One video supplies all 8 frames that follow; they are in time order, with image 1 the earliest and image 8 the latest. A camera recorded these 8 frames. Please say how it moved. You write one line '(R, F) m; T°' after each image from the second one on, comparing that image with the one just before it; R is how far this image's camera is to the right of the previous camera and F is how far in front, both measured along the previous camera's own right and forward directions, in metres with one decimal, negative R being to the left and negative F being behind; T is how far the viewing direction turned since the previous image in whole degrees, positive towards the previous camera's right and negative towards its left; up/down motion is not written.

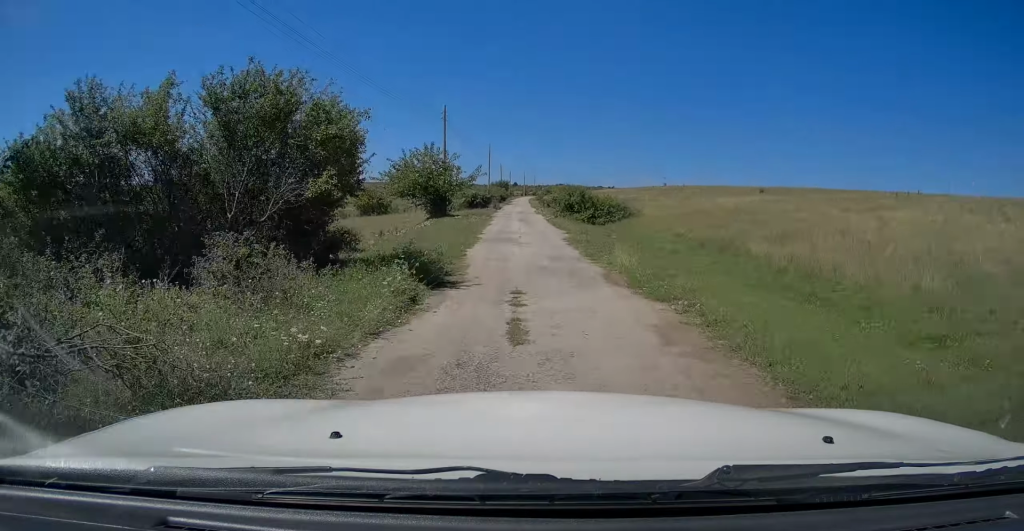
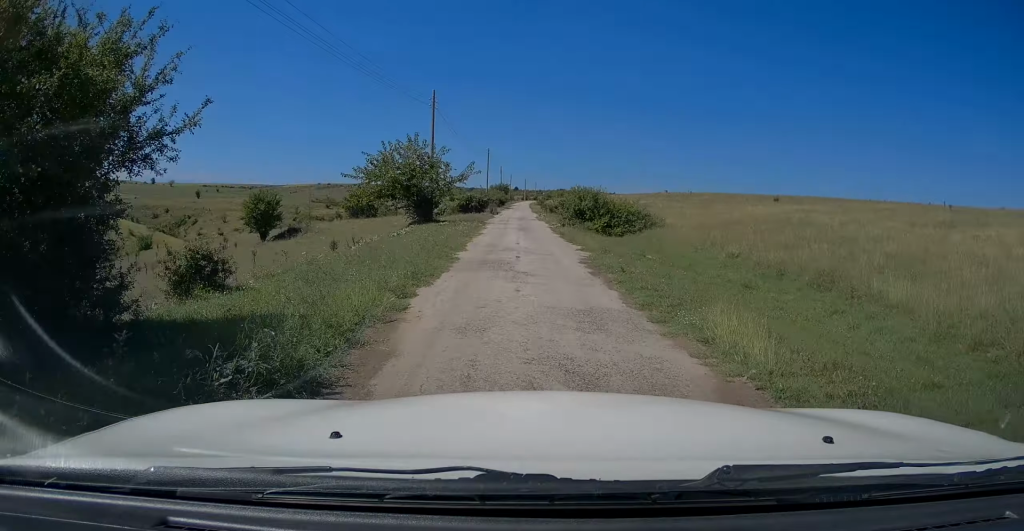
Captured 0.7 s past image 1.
(-0.2, +6.3) m; 0°
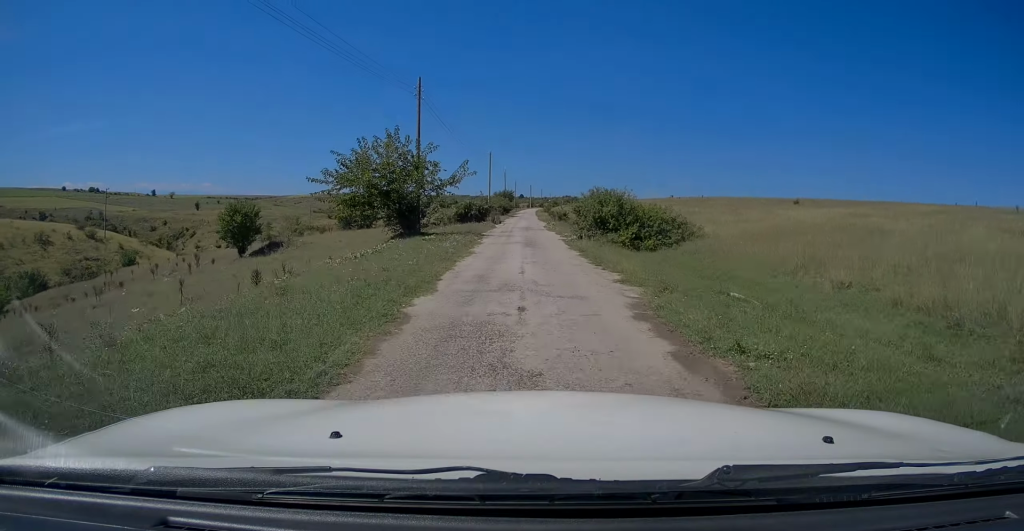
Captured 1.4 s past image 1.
(-0.1, +6.1) m; 0°
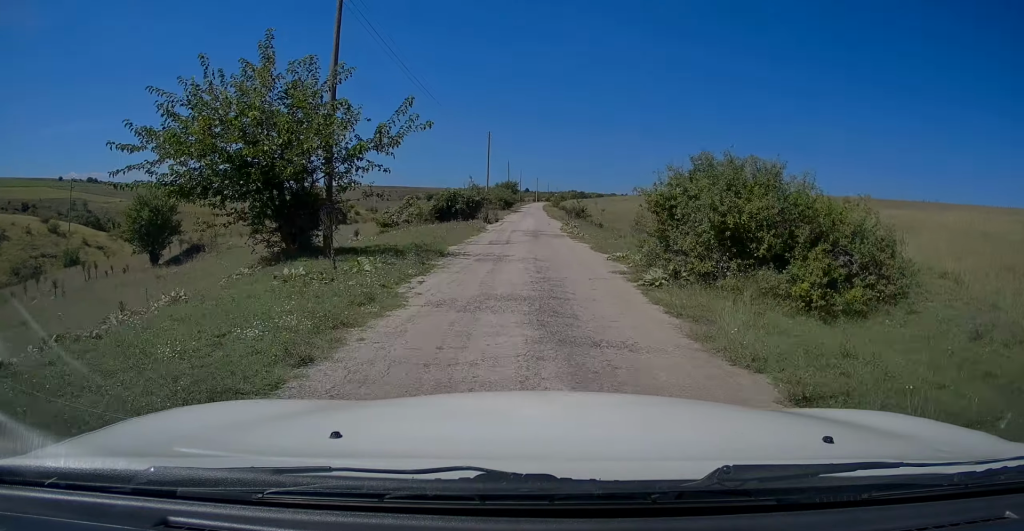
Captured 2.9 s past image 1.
(-0.1, +14.2) m; -2°
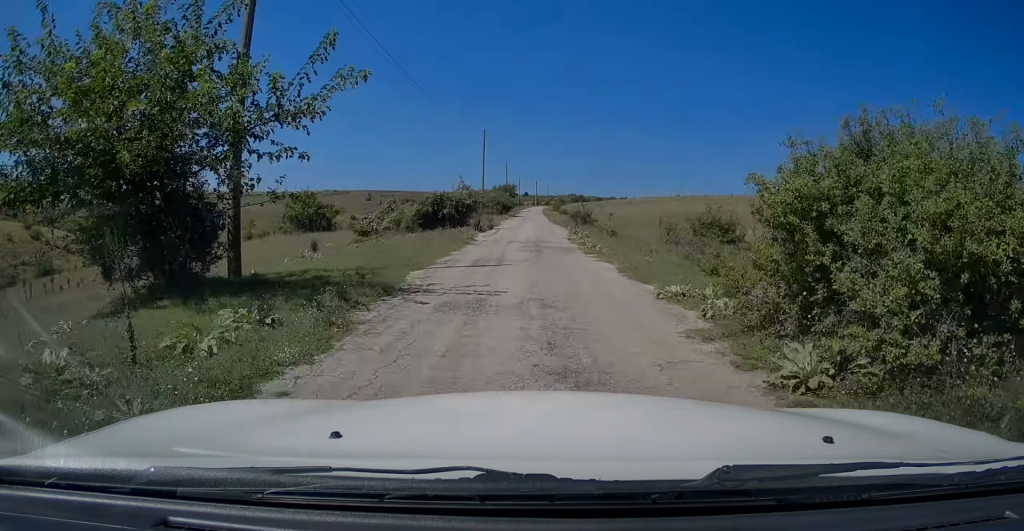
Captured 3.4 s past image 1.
(0.0, +5.1) m; 0°
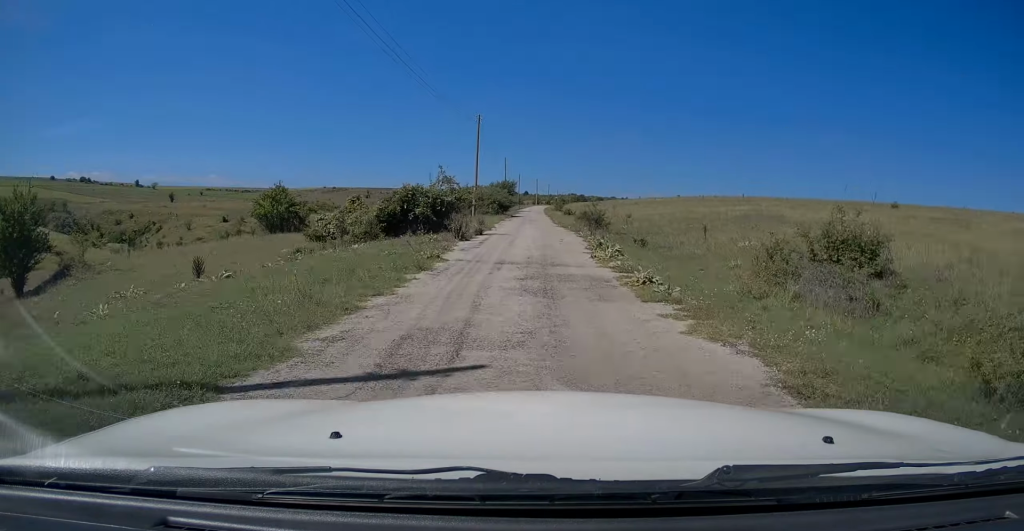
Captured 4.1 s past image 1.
(+0.2, +7.4) m; +1°
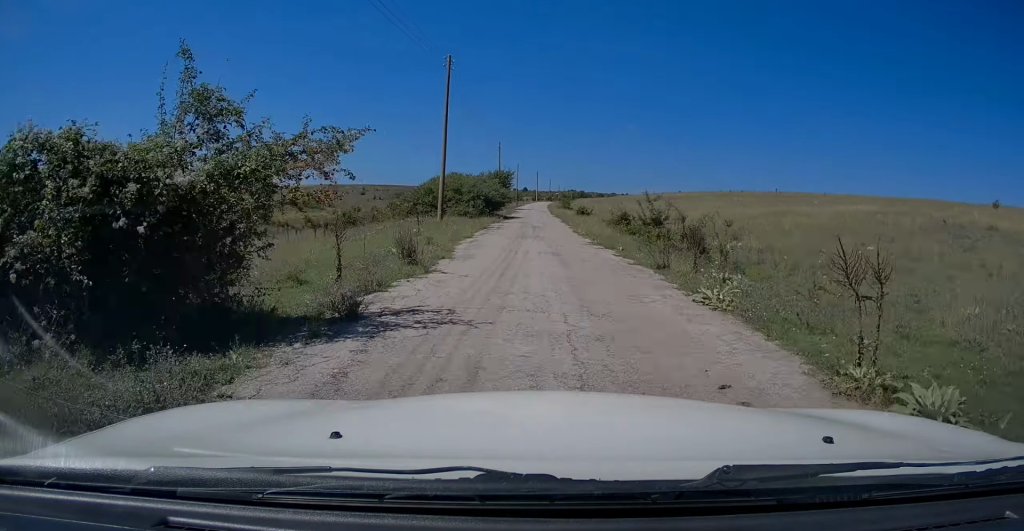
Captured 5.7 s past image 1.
(0.0, +18.4) m; 0°
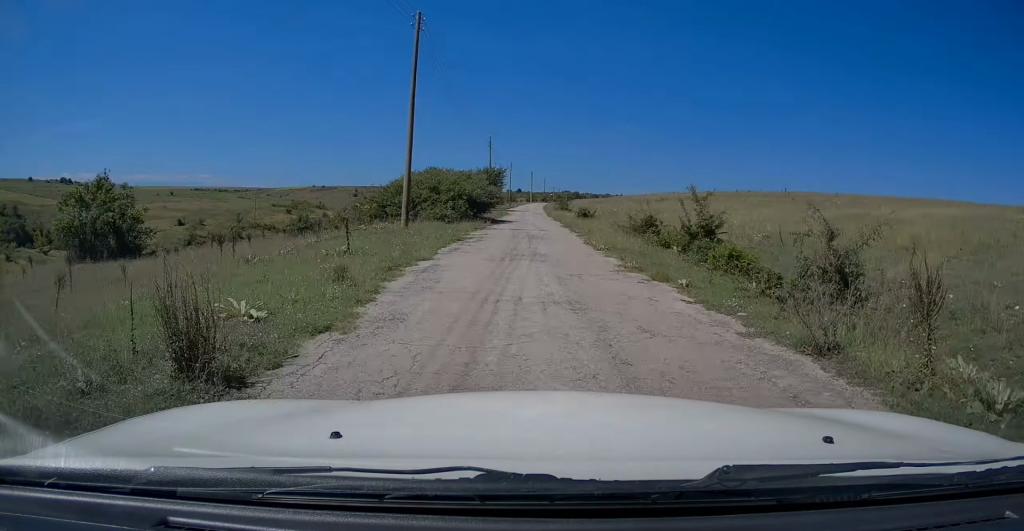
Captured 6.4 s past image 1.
(0.0, +7.1) m; 0°
